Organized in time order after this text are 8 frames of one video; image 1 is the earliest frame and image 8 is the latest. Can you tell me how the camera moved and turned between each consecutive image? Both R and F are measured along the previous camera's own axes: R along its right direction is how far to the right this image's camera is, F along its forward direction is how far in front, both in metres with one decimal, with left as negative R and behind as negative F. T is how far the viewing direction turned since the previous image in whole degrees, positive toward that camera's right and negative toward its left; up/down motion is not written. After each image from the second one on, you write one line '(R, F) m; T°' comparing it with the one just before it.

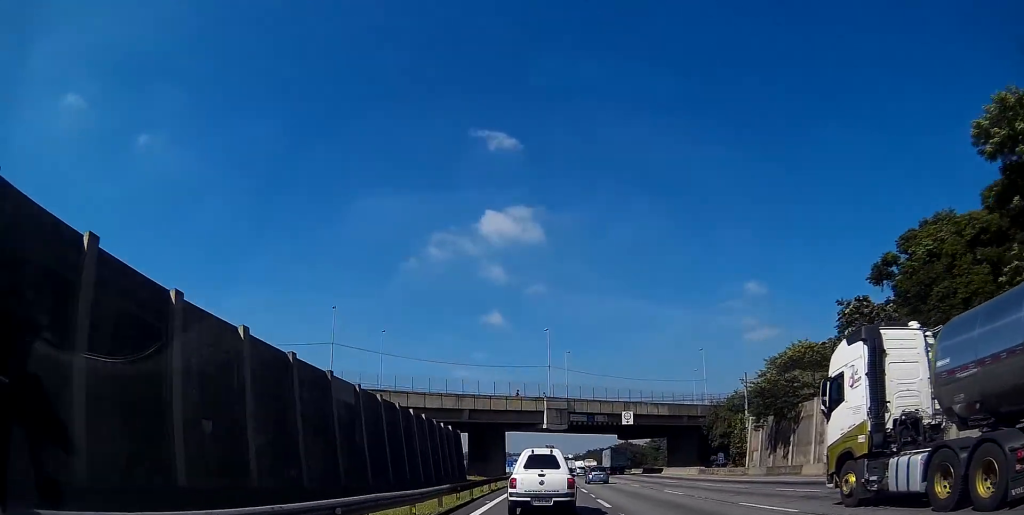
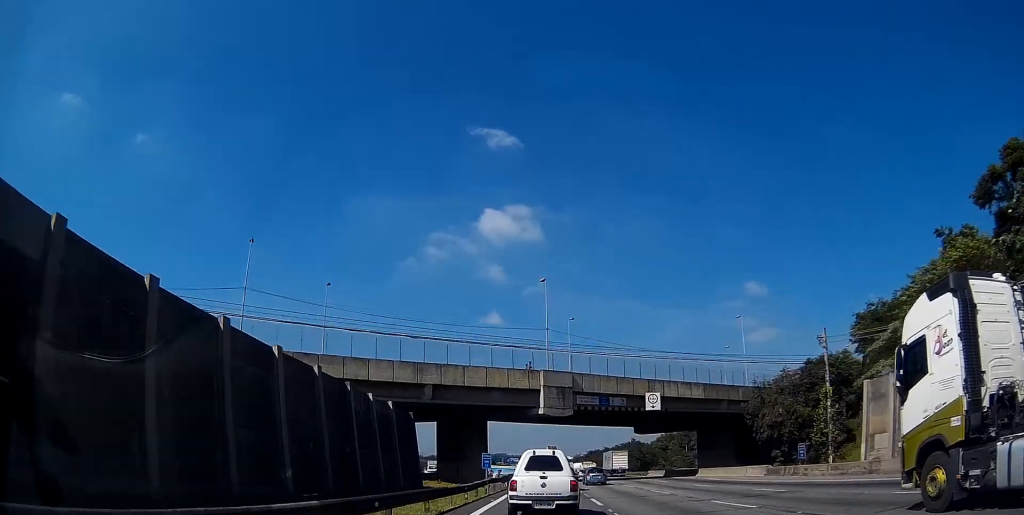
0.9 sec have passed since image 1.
(0.0, +21.6) m; 0°
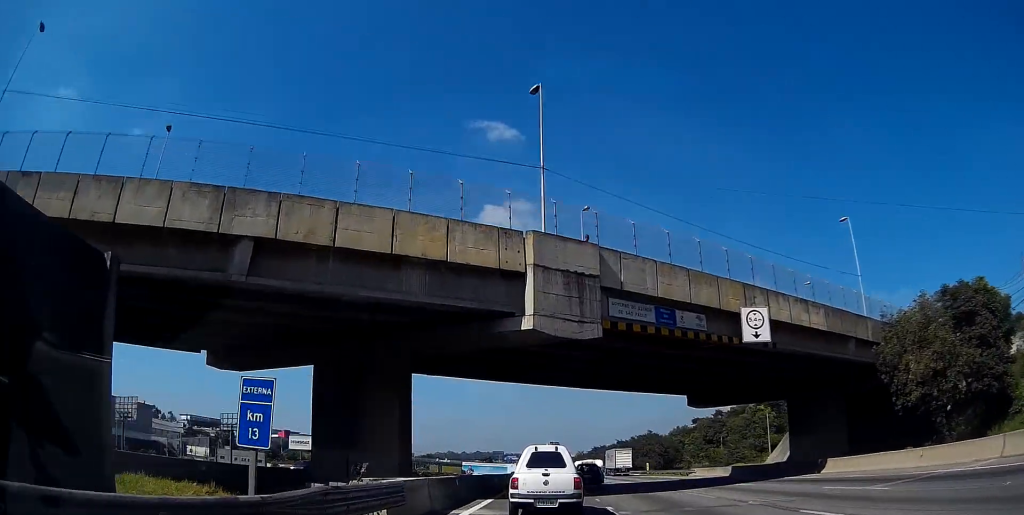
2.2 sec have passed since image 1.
(0.0, +31.9) m; +1°
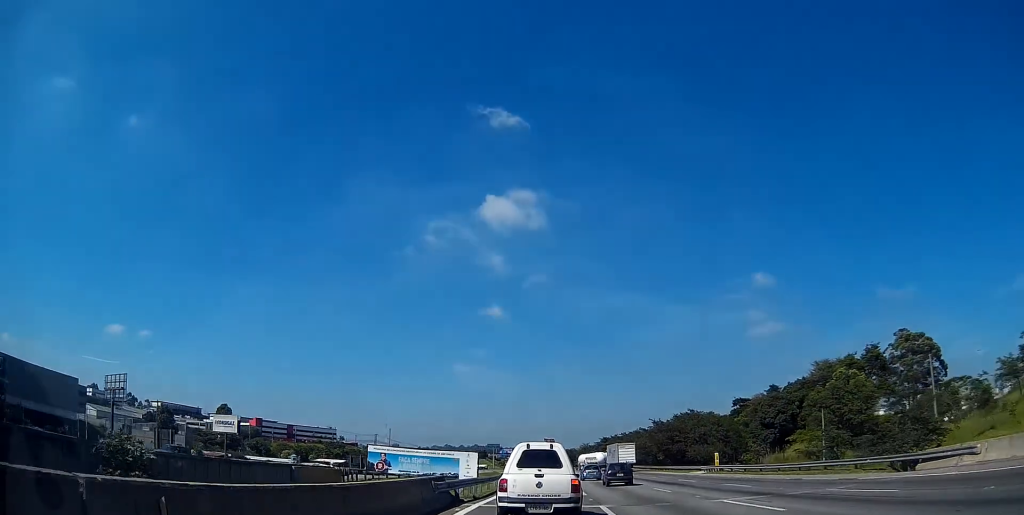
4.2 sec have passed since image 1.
(-0.1, +47.9) m; -1°
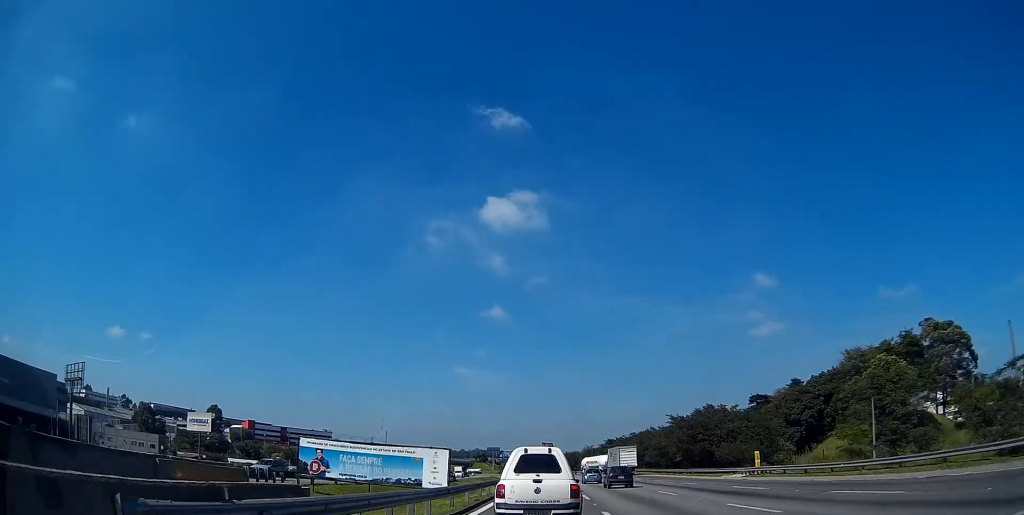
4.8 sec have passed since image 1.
(+0.1, +13.4) m; 0°
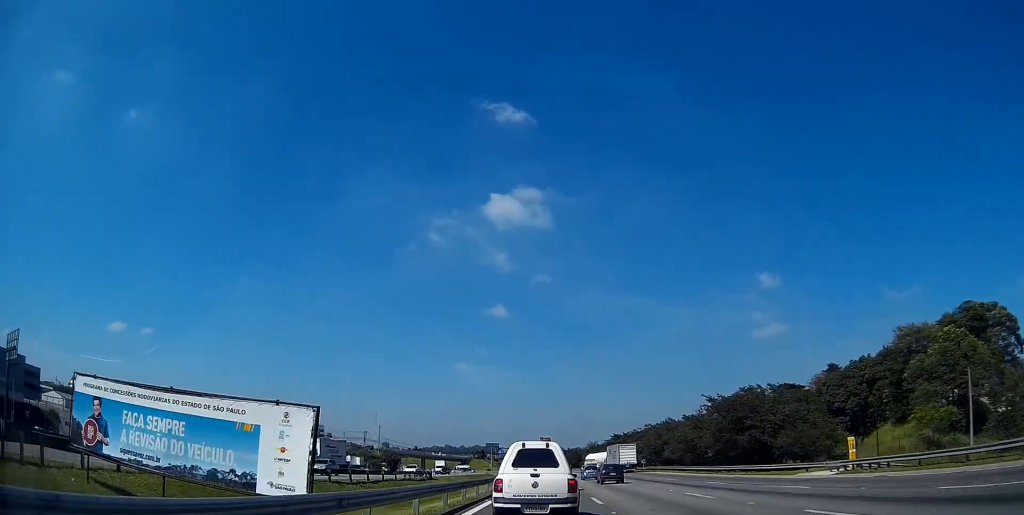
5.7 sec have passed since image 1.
(-0.1, +18.6) m; 0°
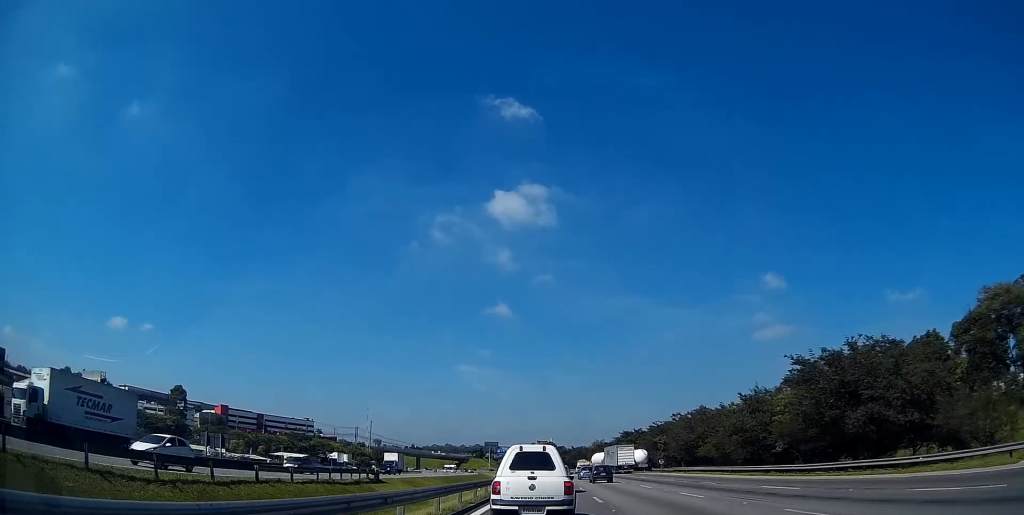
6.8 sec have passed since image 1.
(0.0, +22.6) m; 0°
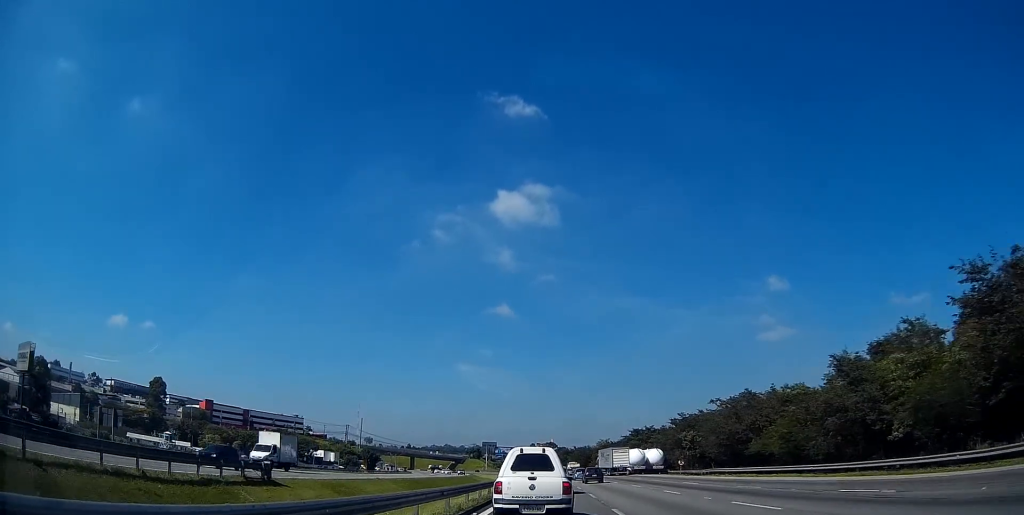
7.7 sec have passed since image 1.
(+0.1, +19.4) m; 0°
